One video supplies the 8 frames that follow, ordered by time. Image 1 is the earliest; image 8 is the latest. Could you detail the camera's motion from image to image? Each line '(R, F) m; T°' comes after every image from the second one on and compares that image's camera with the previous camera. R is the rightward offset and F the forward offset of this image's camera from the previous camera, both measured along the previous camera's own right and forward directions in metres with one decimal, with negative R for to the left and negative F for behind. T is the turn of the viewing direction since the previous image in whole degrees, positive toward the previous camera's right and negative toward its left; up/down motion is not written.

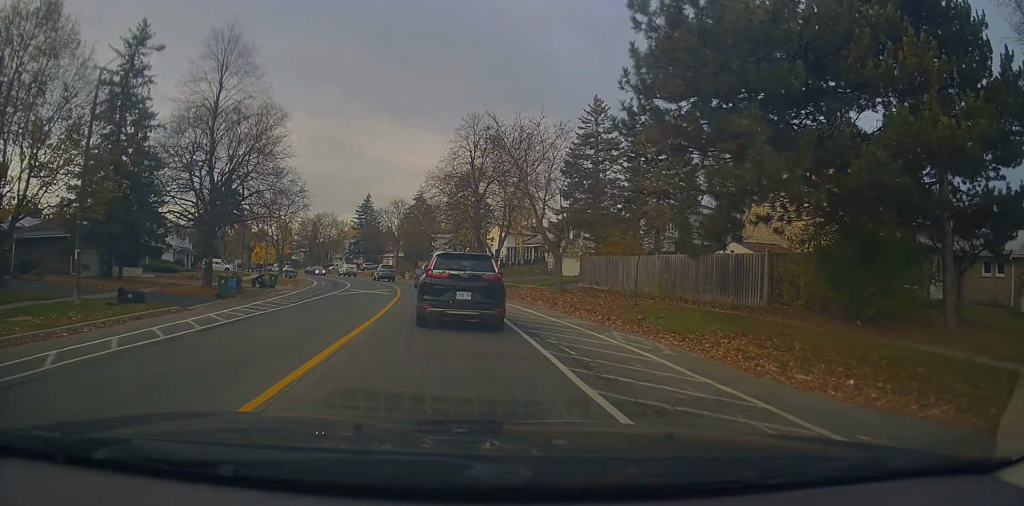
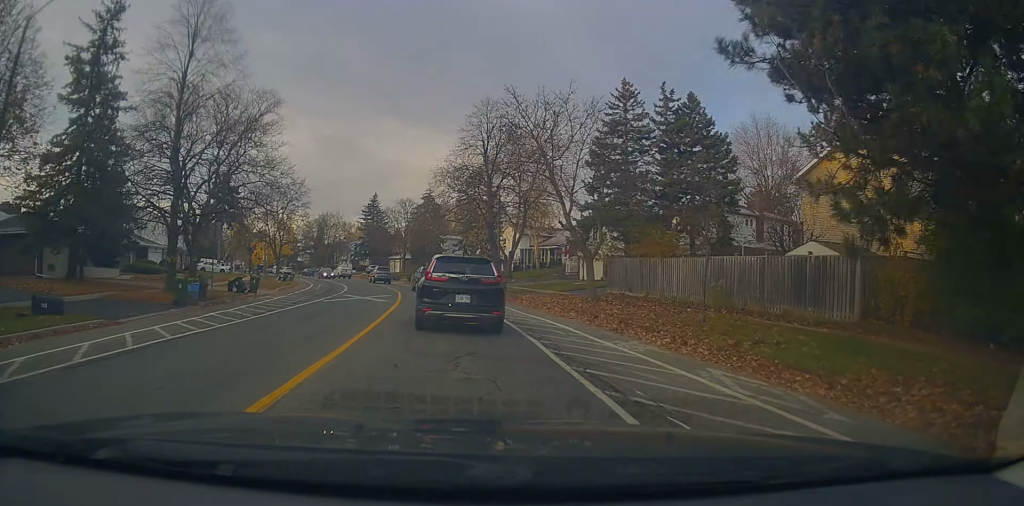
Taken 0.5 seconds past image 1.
(+0.1, +4.9) m; -1°
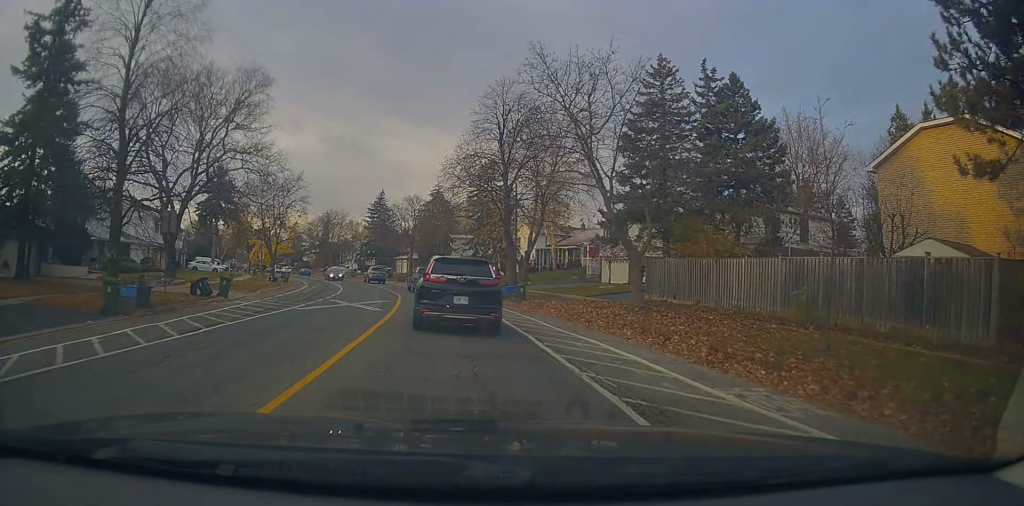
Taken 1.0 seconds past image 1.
(-0.1, +5.2) m; -1°
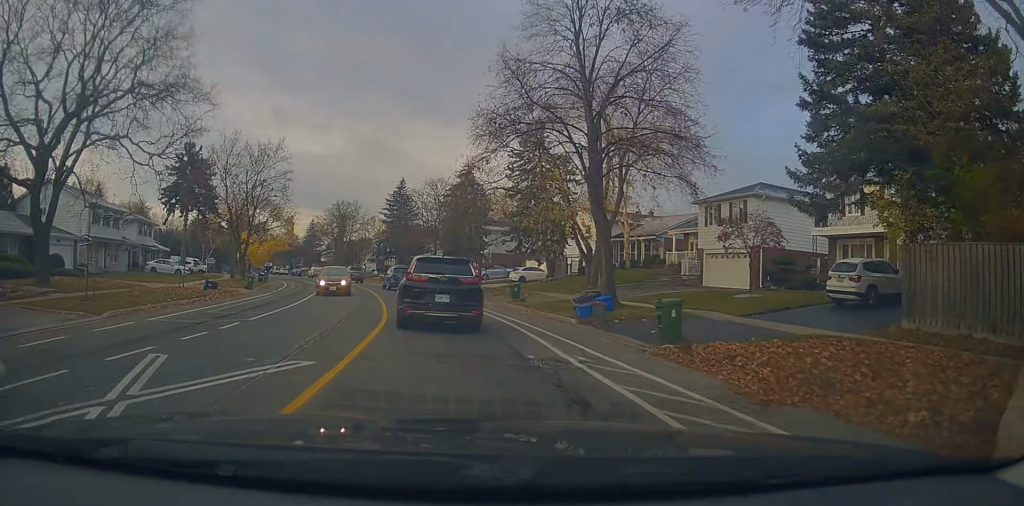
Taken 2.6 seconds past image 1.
(-0.8, +16.6) m; -4°
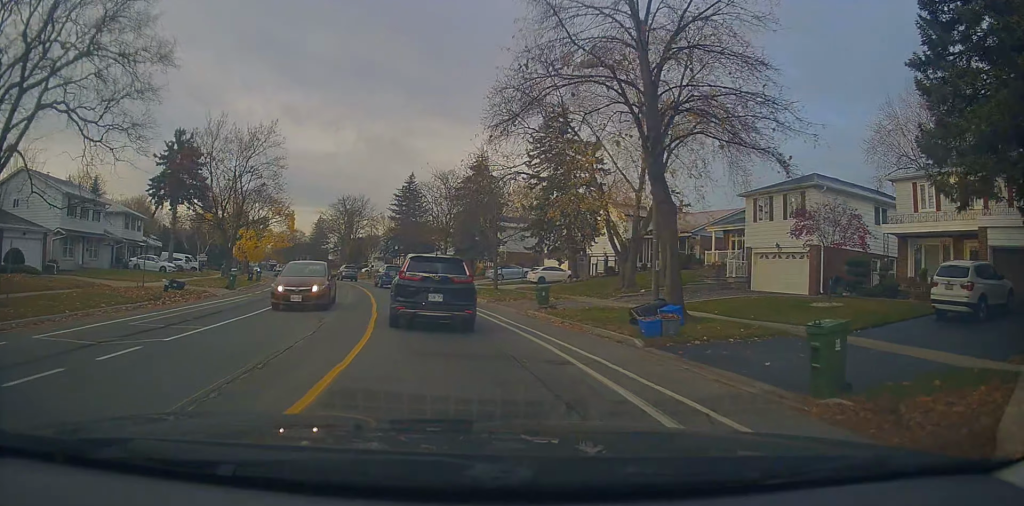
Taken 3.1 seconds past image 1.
(0.0, +5.0) m; -1°
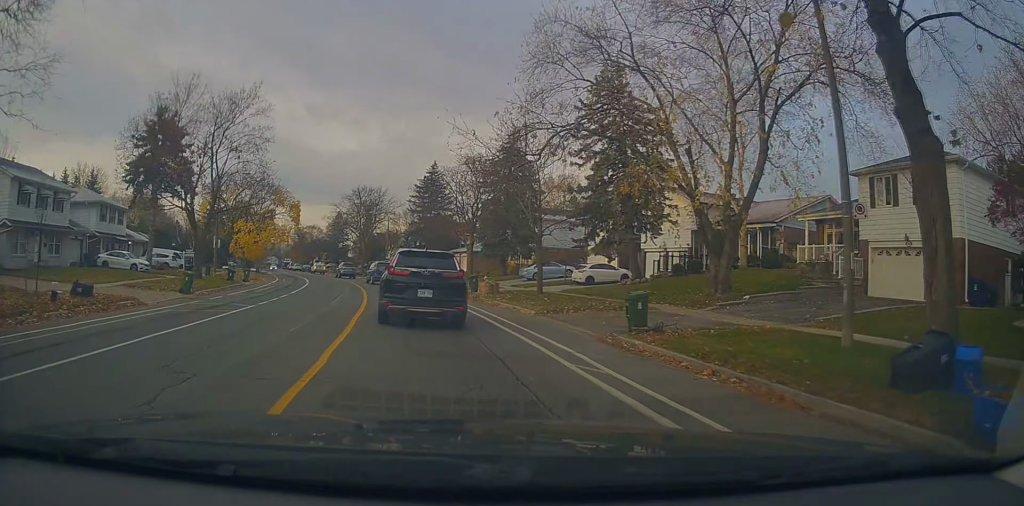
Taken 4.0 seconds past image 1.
(0.0, +8.4) m; -2°
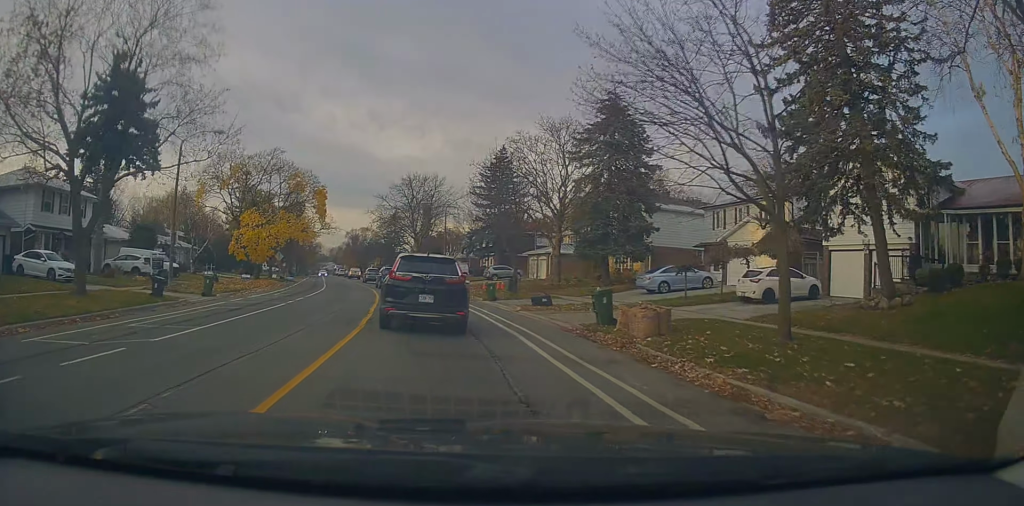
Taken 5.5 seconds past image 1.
(-1.2, +15.8) m; -9°
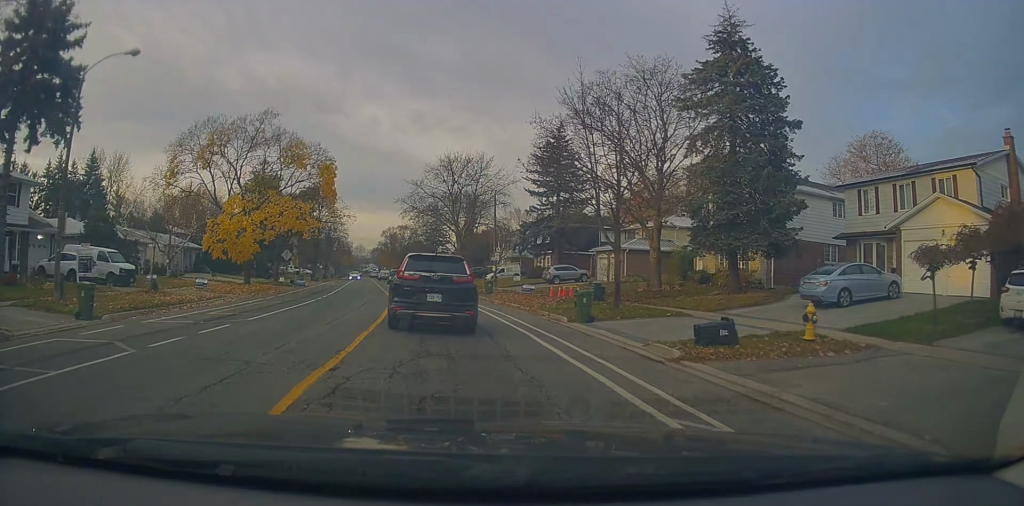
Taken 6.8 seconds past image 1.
(-0.5, +12.2) m; -3°
